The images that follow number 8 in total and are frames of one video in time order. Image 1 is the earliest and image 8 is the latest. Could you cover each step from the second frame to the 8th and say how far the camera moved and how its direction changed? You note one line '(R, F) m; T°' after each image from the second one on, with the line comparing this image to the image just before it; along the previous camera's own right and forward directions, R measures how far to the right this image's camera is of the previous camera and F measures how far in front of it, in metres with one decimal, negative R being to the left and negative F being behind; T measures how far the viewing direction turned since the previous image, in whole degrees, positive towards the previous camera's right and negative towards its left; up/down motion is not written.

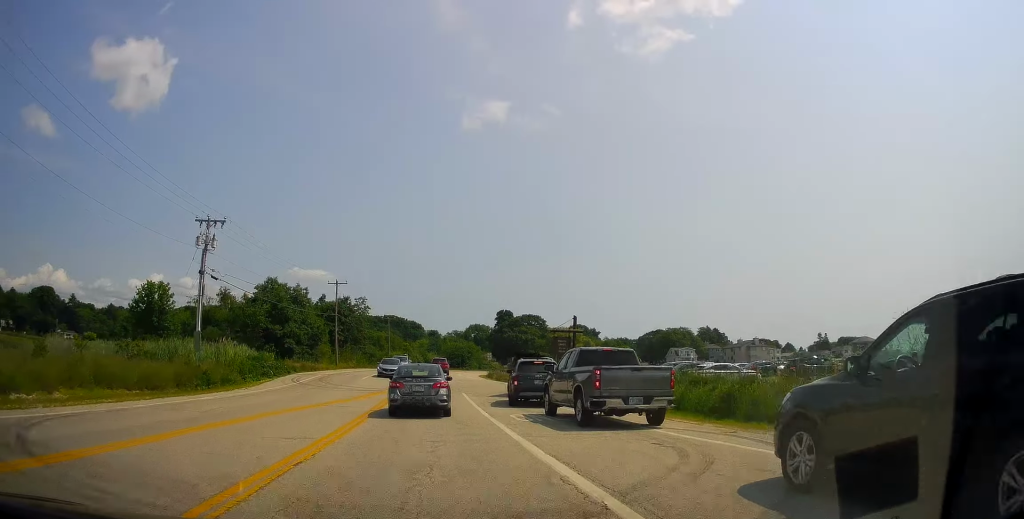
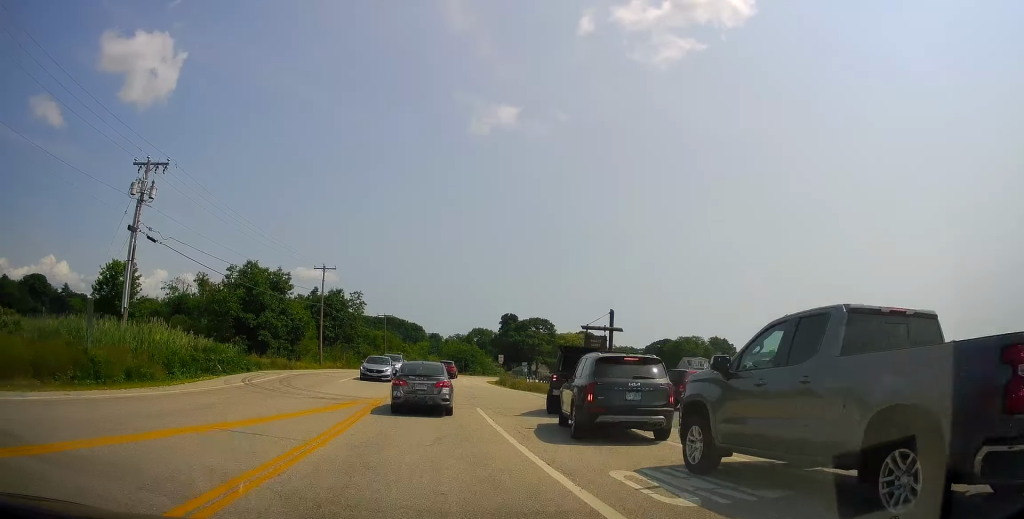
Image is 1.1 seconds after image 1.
(-0.4, +10.1) m; 0°
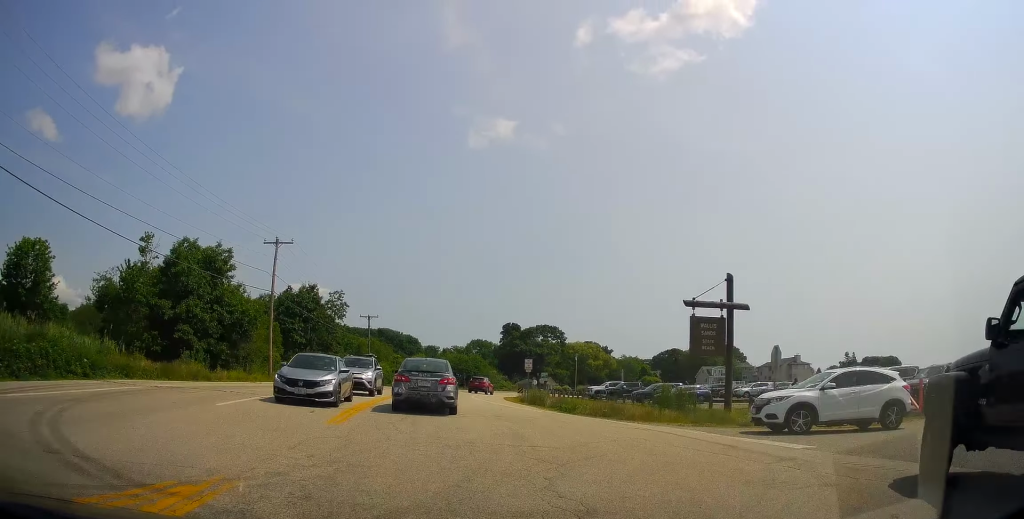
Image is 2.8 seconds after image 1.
(+0.7, +17.4) m; +2°
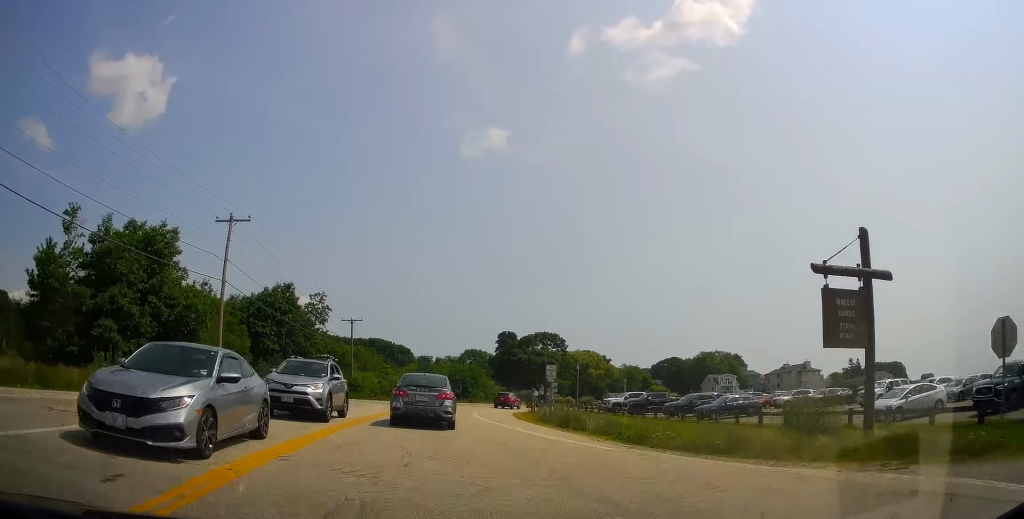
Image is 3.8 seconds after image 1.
(-0.1, +9.0) m; 0°
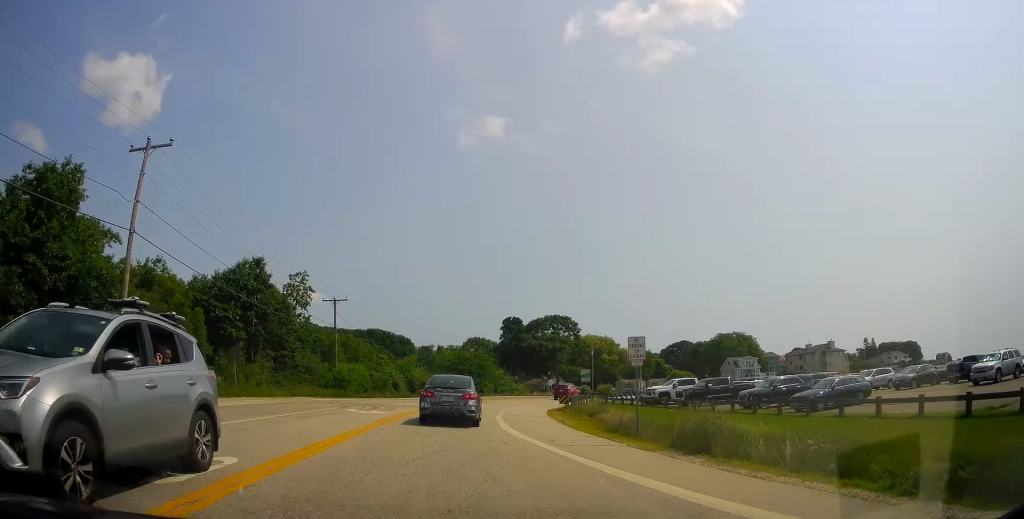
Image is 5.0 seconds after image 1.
(+0.2, +11.6) m; +1°
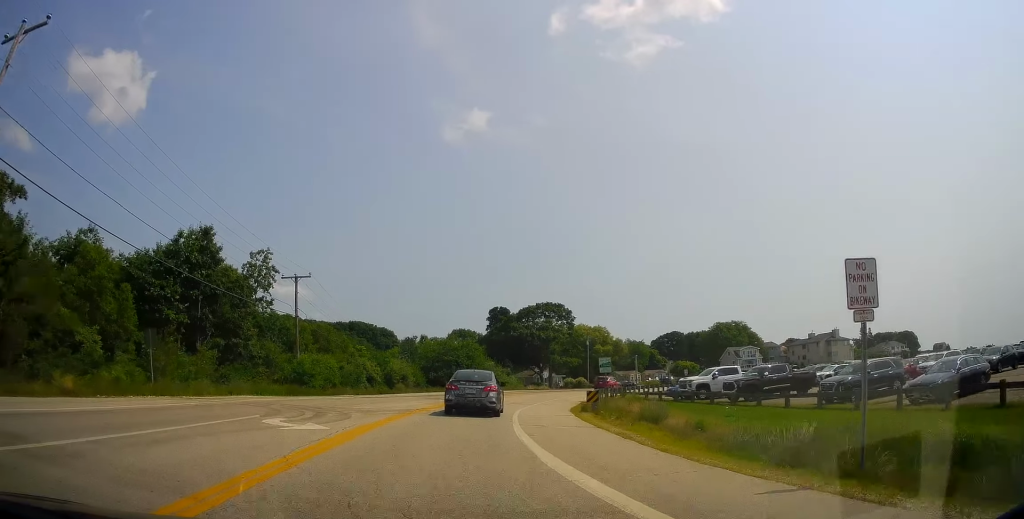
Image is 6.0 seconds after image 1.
(-0.1, +9.6) m; +1°
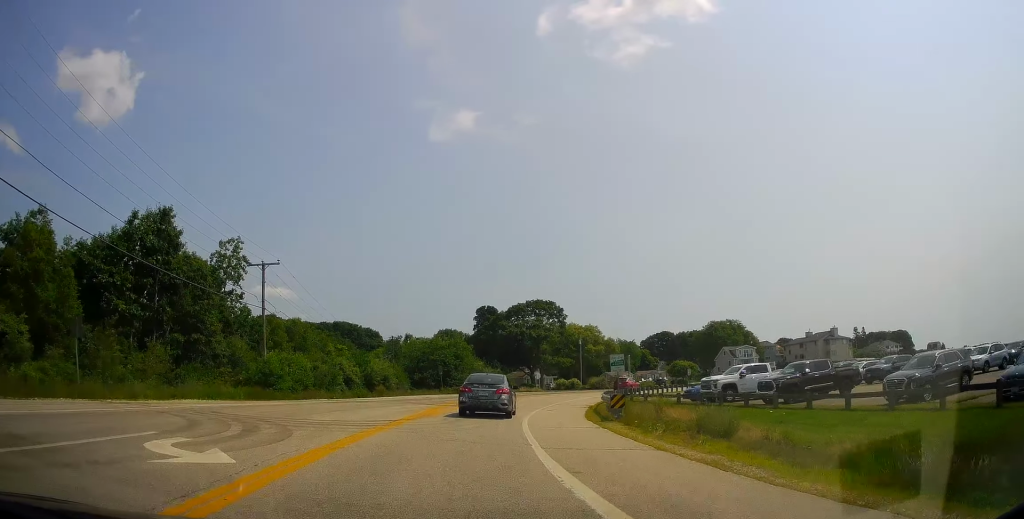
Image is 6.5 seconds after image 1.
(0.0, +5.4) m; +2°
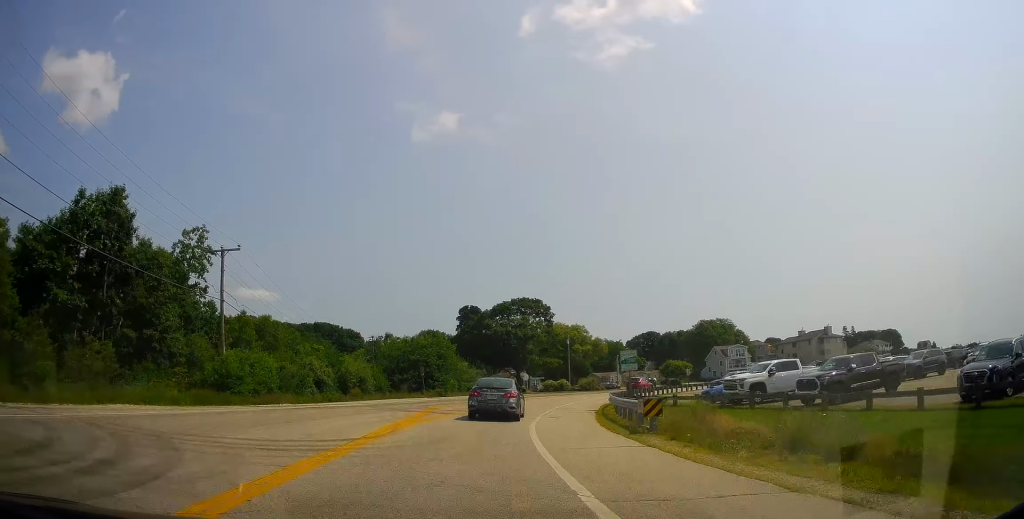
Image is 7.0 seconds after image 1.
(+0.1, +5.0) m; +3°
